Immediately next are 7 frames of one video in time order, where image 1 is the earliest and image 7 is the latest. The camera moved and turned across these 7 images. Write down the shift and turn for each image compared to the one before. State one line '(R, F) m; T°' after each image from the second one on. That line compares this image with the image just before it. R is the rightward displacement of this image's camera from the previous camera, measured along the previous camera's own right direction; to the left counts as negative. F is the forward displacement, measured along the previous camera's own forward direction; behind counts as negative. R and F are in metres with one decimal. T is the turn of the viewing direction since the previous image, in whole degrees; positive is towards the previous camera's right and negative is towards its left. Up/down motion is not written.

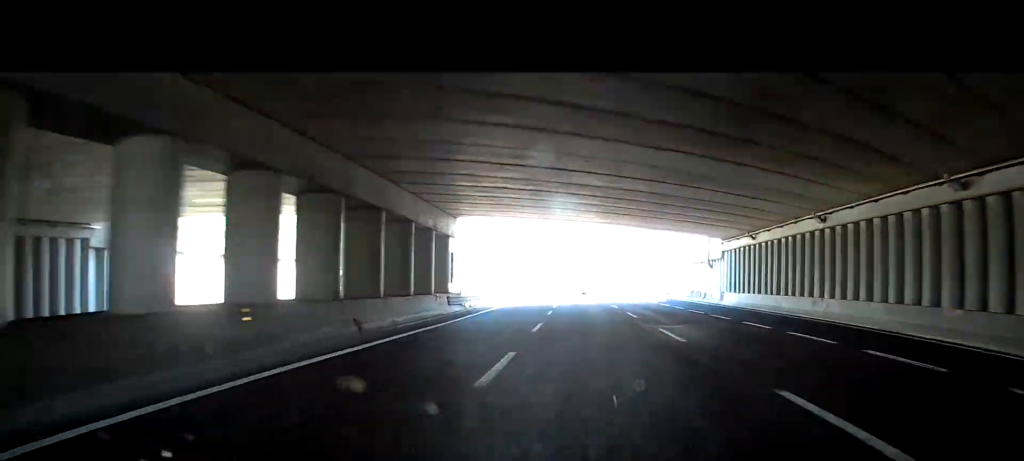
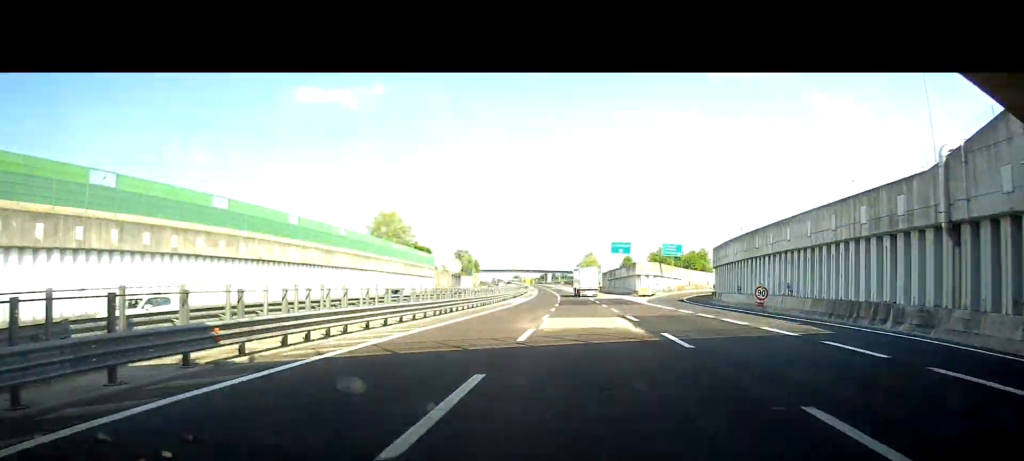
(-0.3, +37.6) m; +1°
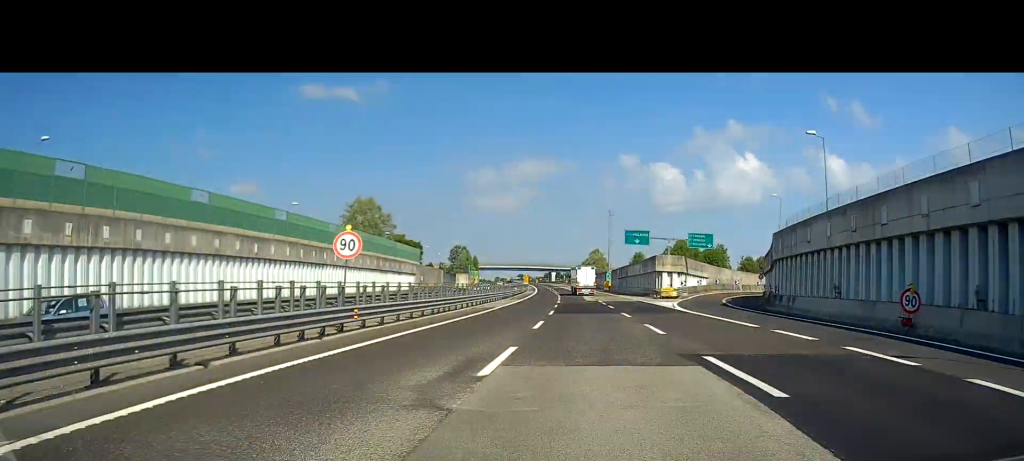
(+0.2, +18.5) m; +1°
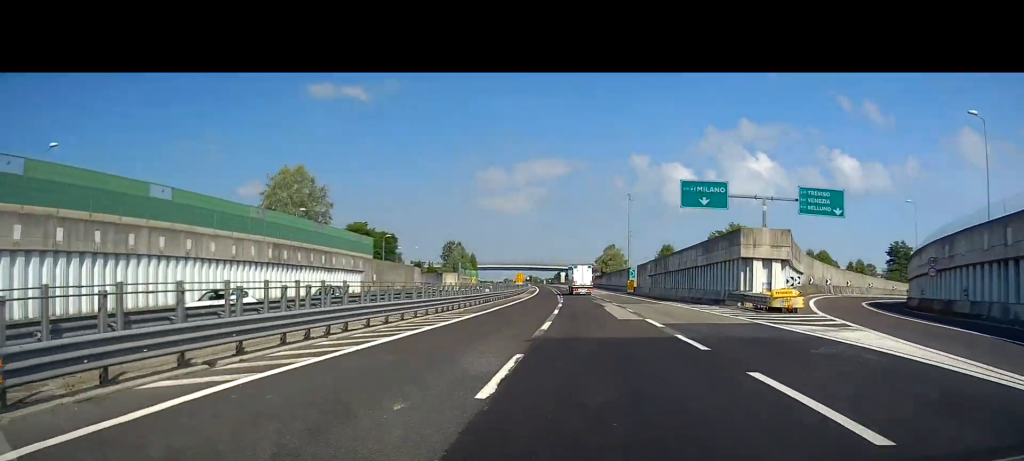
(+1.0, +36.1) m; 0°
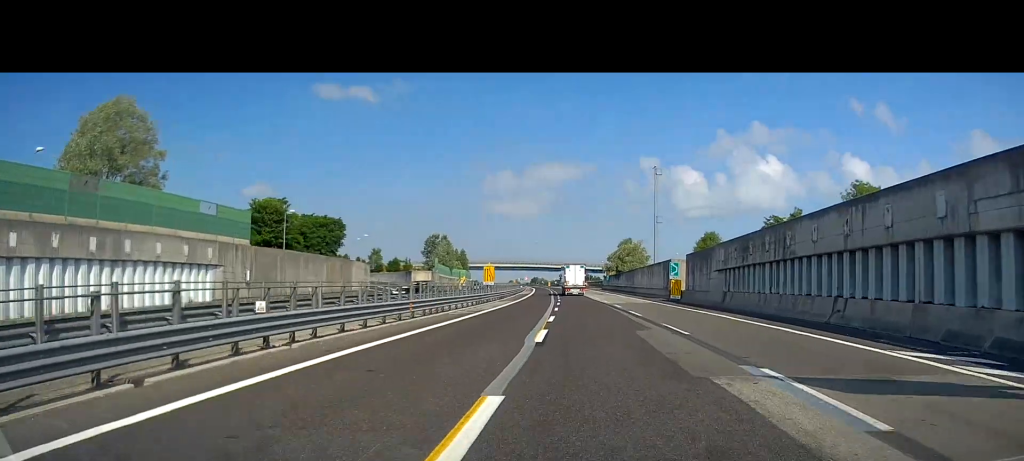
(-1.3, +38.5) m; -2°
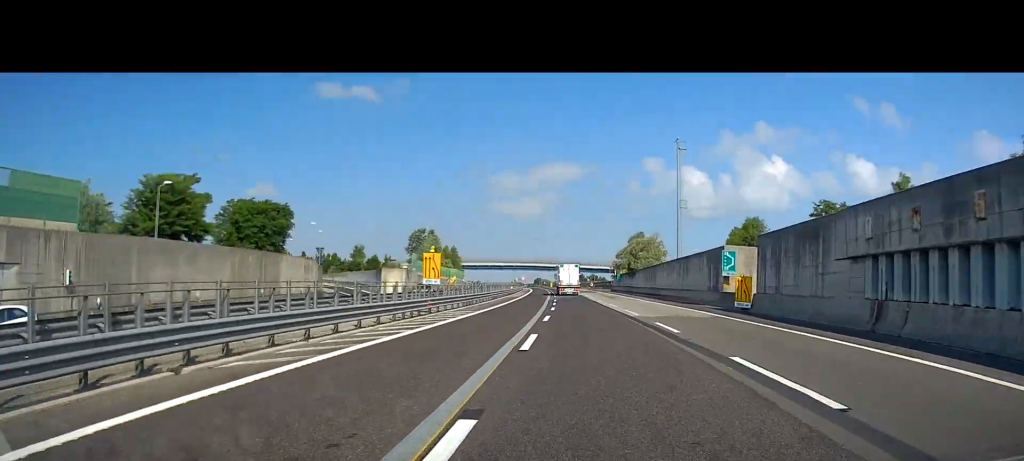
(+0.1, +22.7) m; +1°
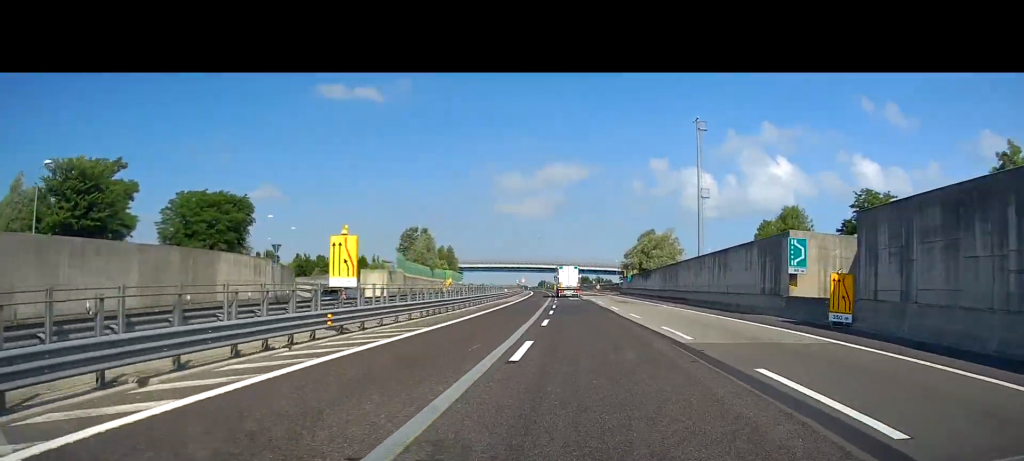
(+0.2, +13.1) m; -1°
